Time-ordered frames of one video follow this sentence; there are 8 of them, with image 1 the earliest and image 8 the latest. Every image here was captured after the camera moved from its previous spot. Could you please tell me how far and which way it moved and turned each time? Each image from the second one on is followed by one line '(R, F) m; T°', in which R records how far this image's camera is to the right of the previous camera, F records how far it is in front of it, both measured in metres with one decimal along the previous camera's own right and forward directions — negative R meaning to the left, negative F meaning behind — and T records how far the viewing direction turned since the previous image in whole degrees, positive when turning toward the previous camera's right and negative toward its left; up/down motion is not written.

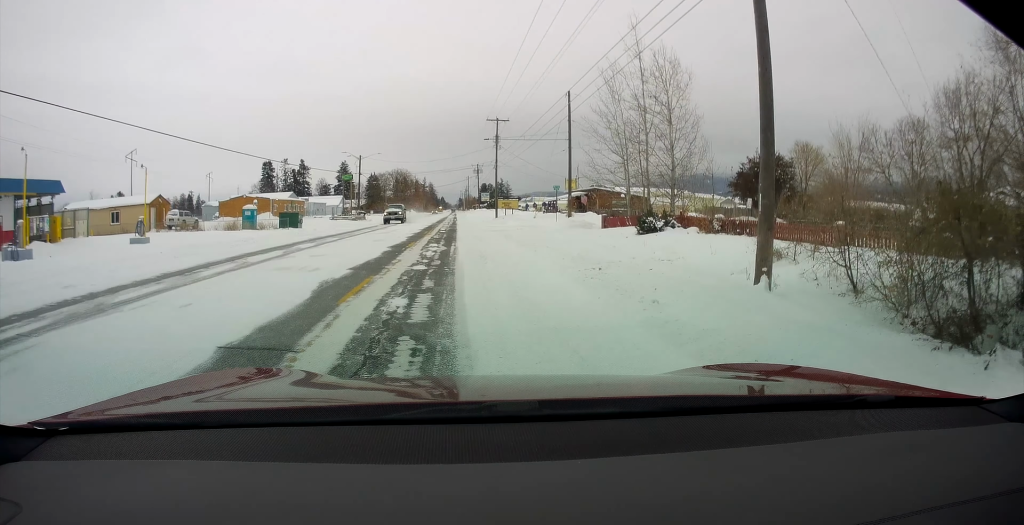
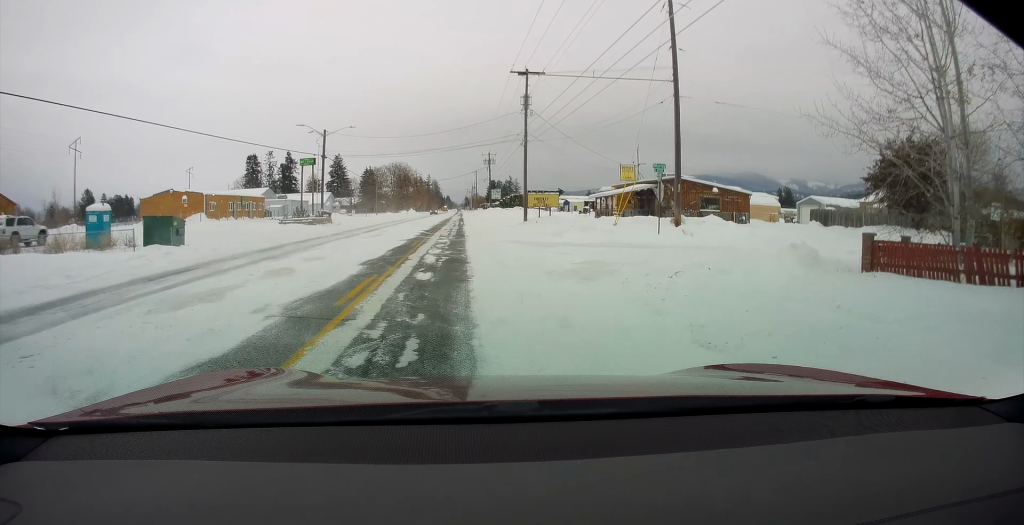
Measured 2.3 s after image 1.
(-1.0, +27.6) m; -3°
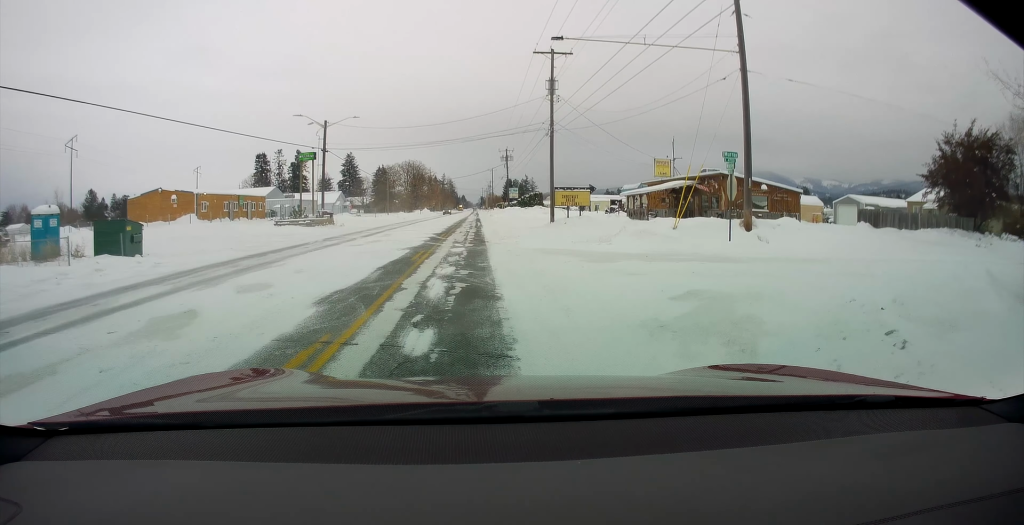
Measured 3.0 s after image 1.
(0.0, +7.4) m; 0°
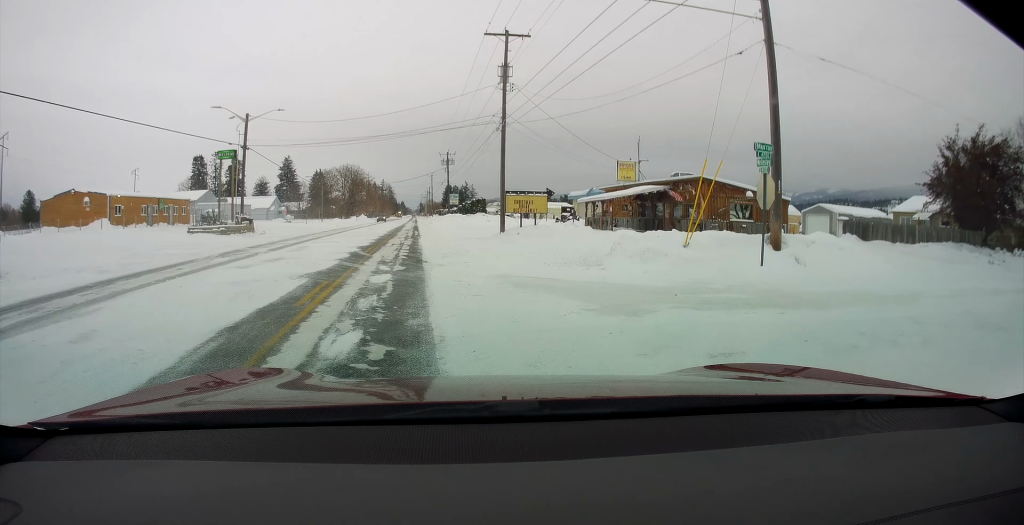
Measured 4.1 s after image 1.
(0.0, +9.3) m; +4°
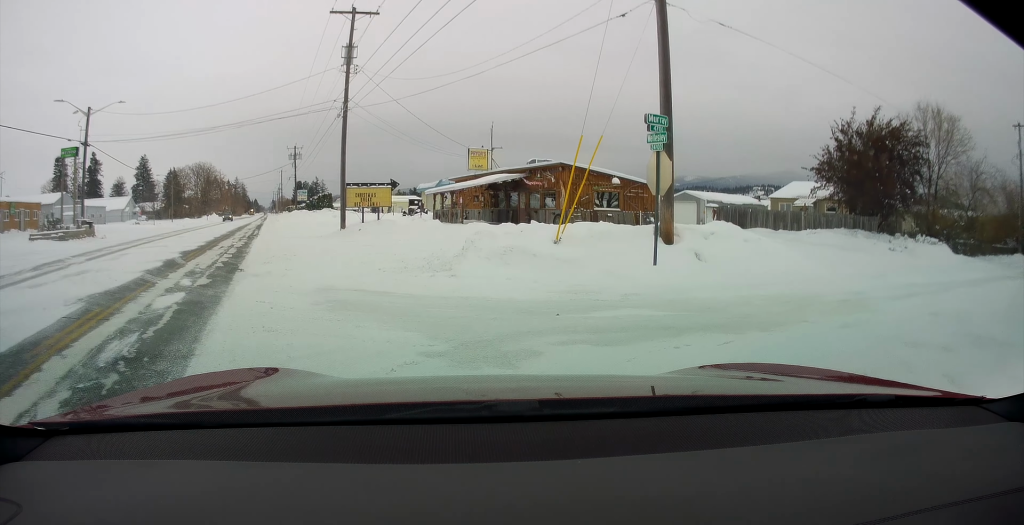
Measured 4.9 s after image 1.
(+0.5, +5.8) m; +7°
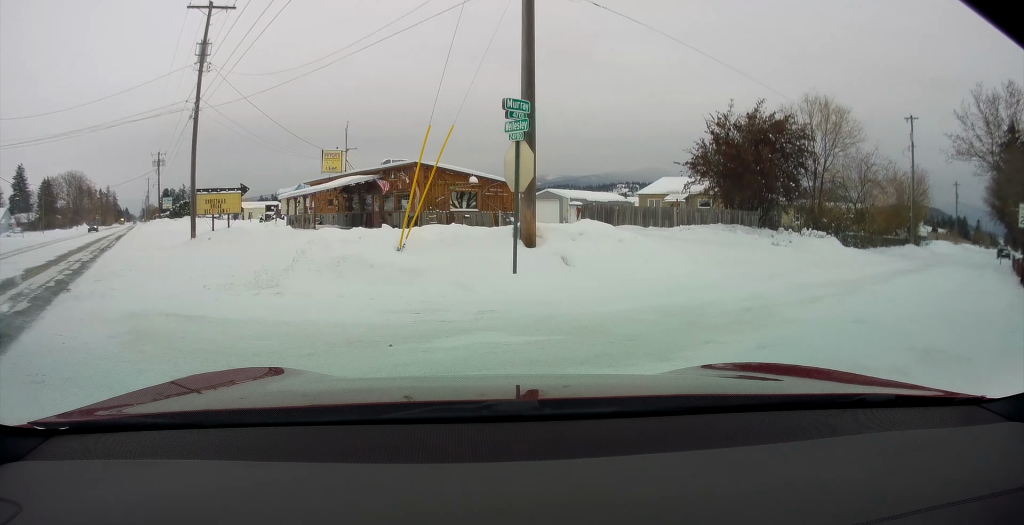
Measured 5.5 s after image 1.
(+0.1, +3.1) m; +6°
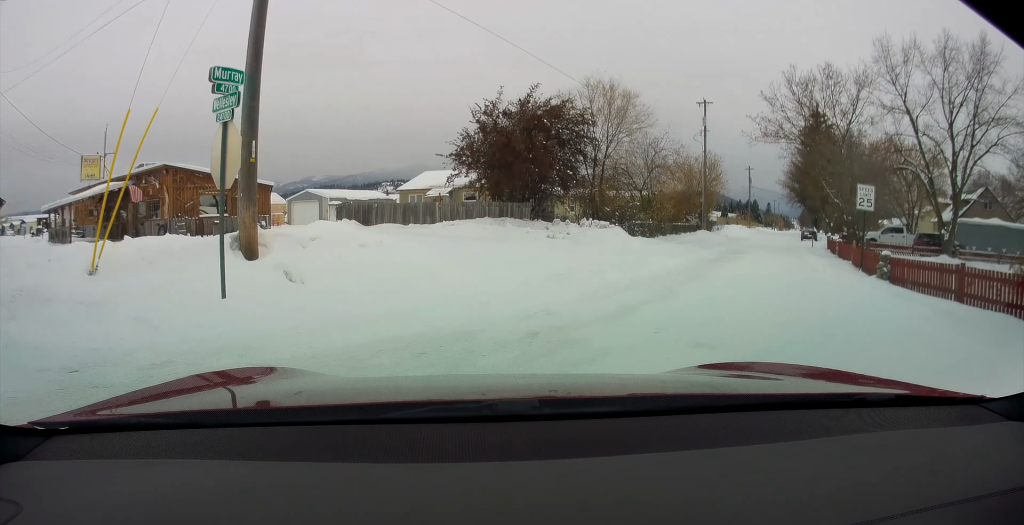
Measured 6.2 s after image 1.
(+0.1, +3.2) m; +10°
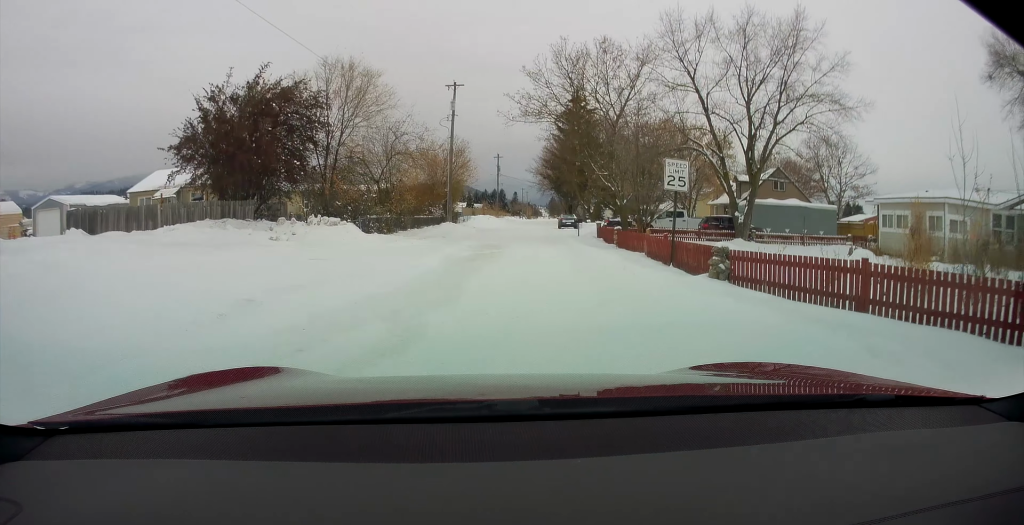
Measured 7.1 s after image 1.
(+0.6, +2.8) m; +23°
